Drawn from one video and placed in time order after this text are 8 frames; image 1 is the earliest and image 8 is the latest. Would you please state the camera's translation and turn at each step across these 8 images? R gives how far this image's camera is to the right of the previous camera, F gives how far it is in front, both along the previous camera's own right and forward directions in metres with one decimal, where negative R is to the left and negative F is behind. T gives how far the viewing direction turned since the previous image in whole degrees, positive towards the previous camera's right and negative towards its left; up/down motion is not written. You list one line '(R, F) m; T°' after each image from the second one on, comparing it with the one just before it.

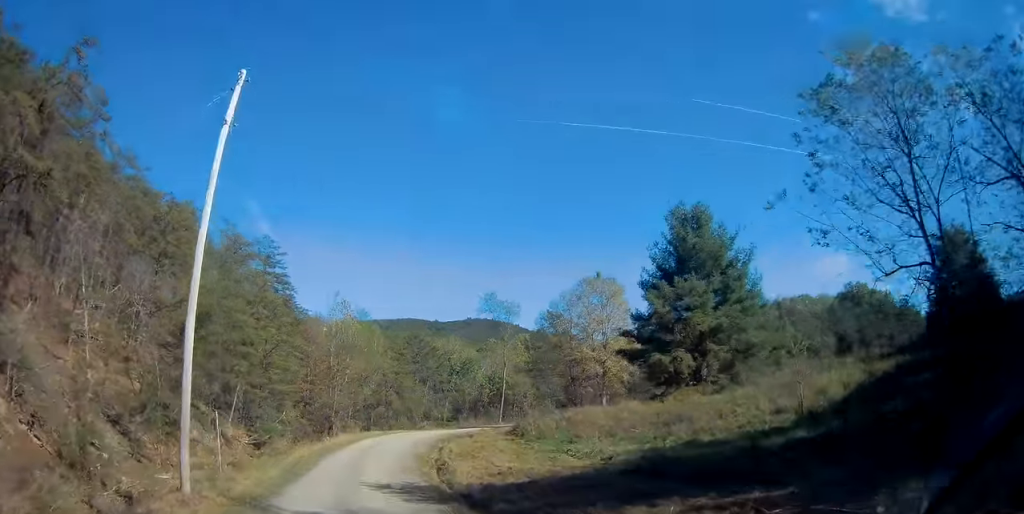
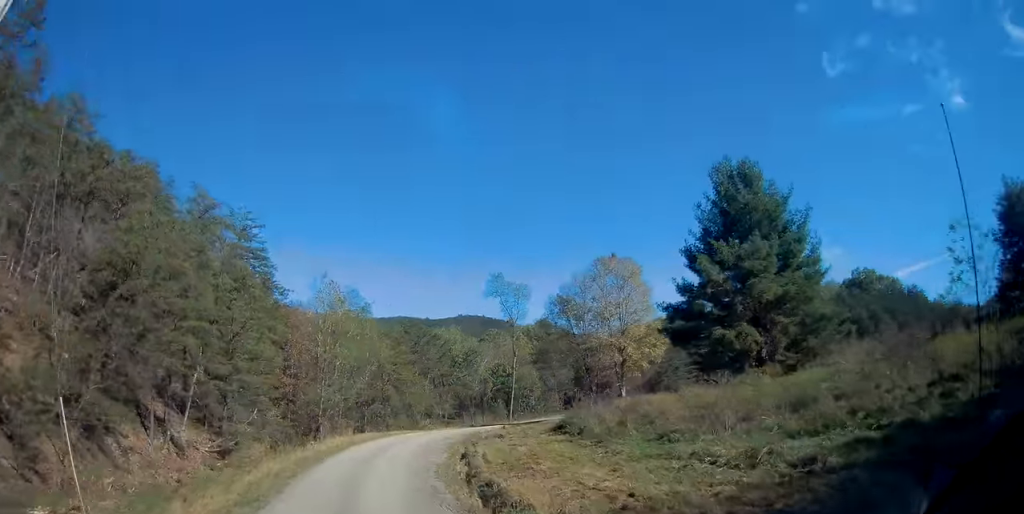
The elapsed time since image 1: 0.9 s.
(+0.1, +9.3) m; +3°
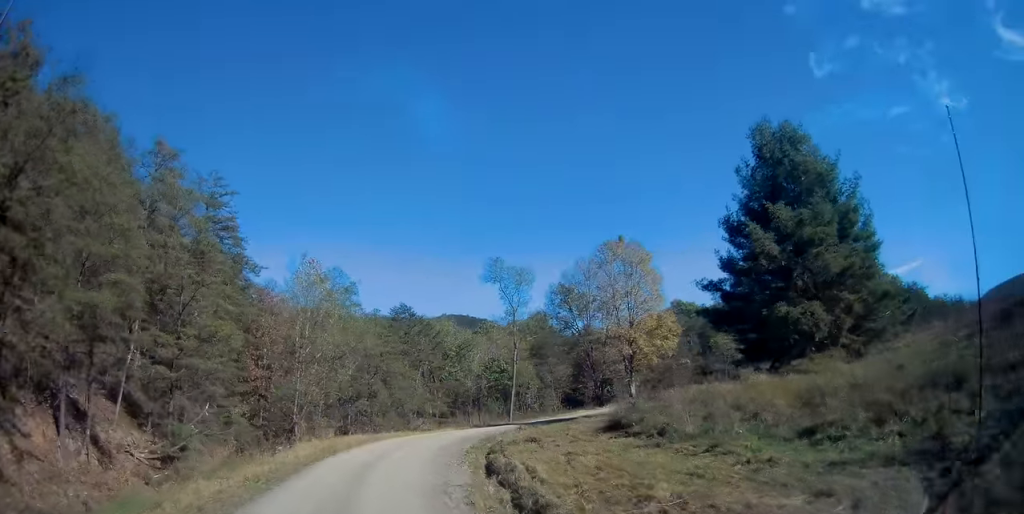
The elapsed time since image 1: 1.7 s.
(+0.2, +7.5) m; +4°
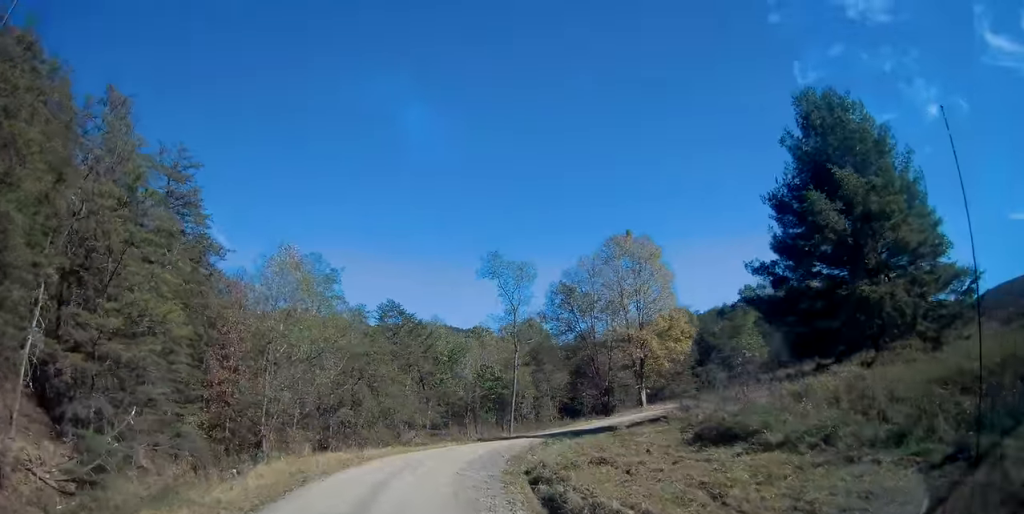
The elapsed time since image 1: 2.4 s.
(+0.3, +6.9) m; +5°
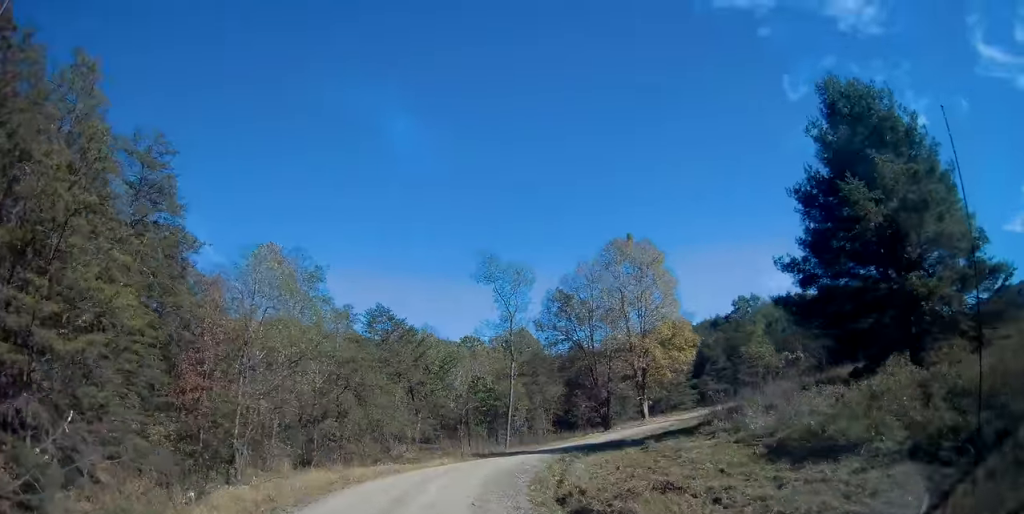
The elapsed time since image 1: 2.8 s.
(+0.2, +3.5) m; +3°
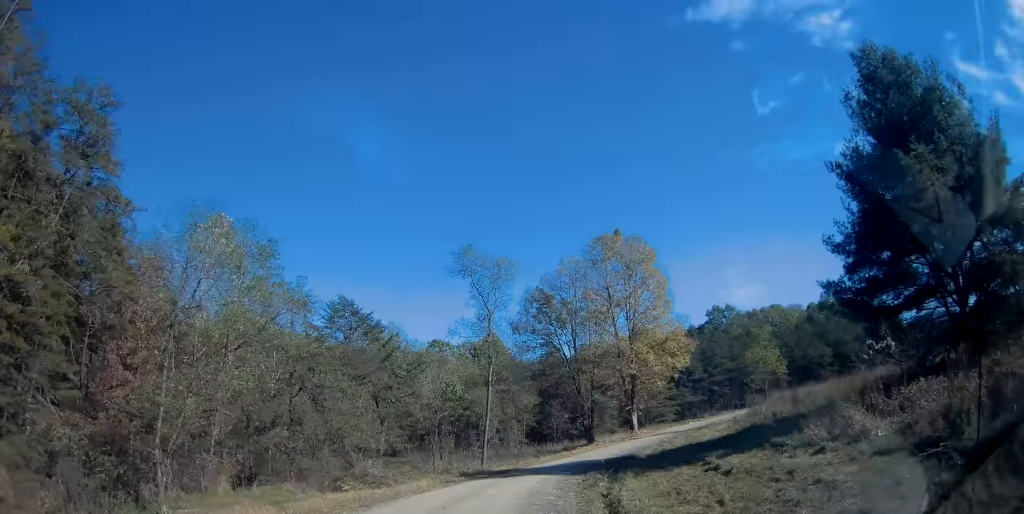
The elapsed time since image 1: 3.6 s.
(+0.3, +6.2) m; +6°
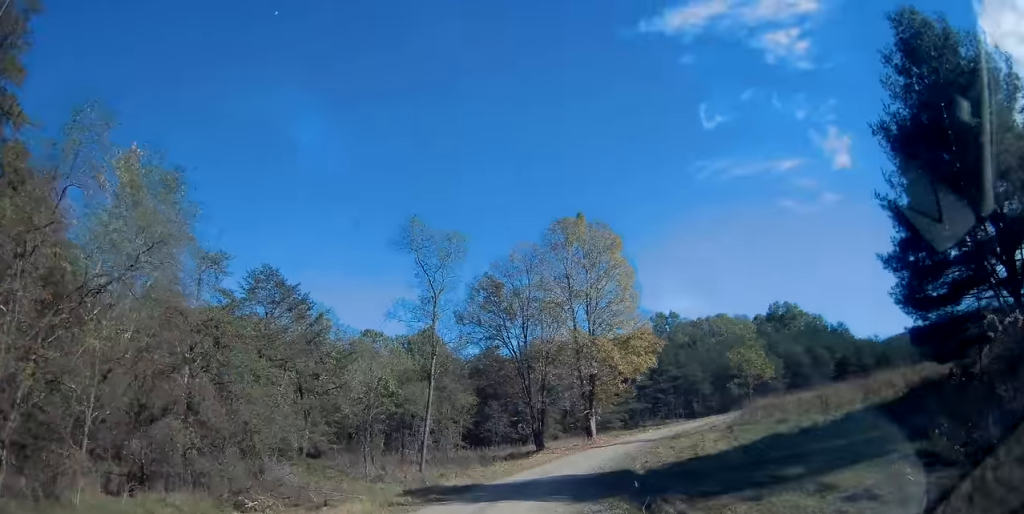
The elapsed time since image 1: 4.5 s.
(+0.4, +7.1) m; +8°
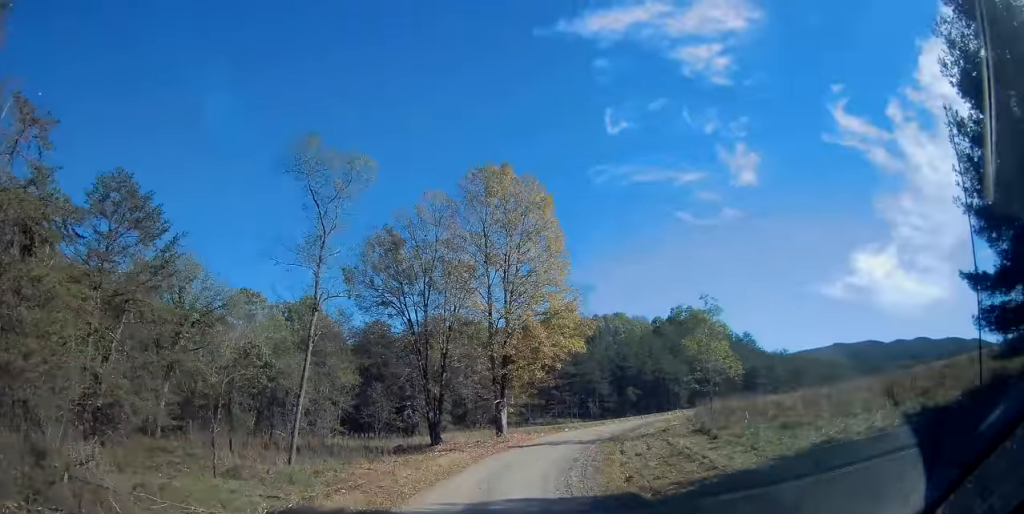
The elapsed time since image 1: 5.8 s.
(+1.3, +9.9) m; +13°
